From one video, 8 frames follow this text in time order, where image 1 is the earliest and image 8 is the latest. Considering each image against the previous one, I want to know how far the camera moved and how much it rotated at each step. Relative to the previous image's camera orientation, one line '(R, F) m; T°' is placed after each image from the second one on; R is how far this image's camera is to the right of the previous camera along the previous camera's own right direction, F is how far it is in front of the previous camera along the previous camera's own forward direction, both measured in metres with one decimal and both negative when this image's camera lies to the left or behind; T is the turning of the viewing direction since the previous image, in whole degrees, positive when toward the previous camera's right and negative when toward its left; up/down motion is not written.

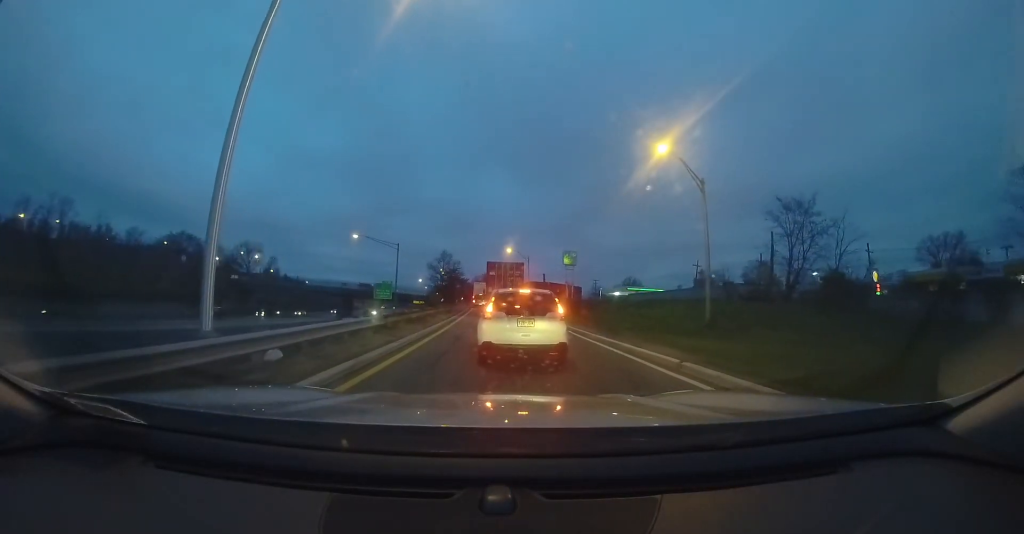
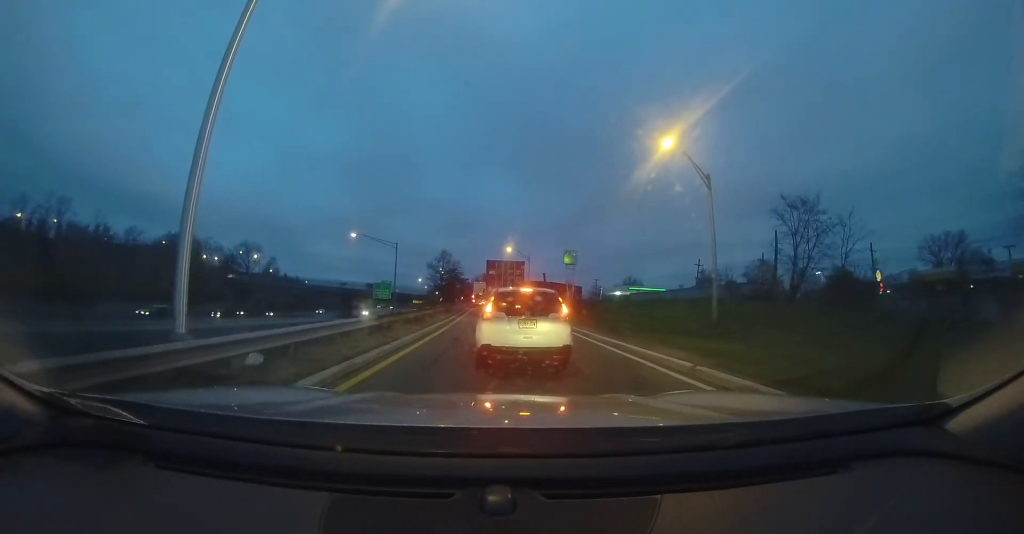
(+0.3, +0.4) m; 0°
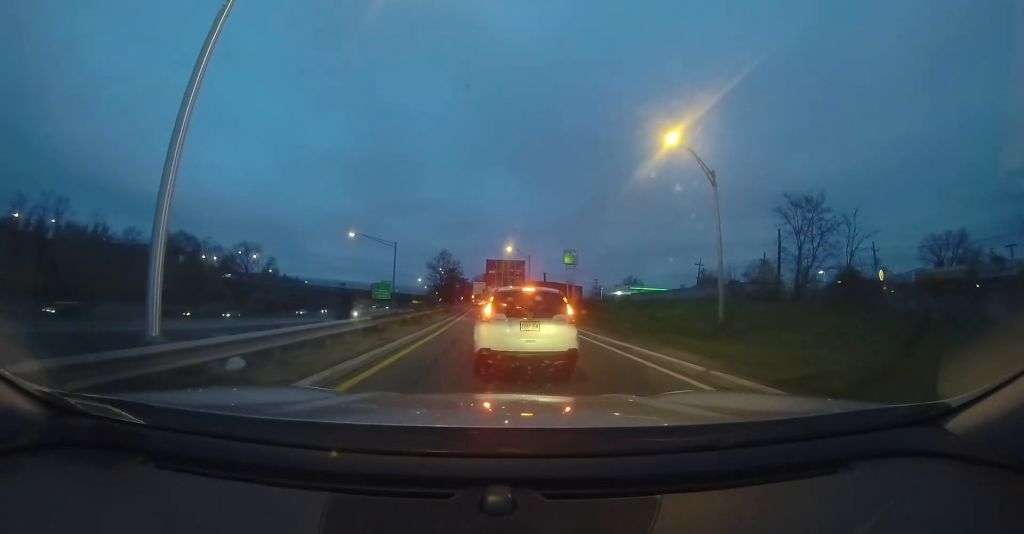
(+0.3, +0.3) m; 0°
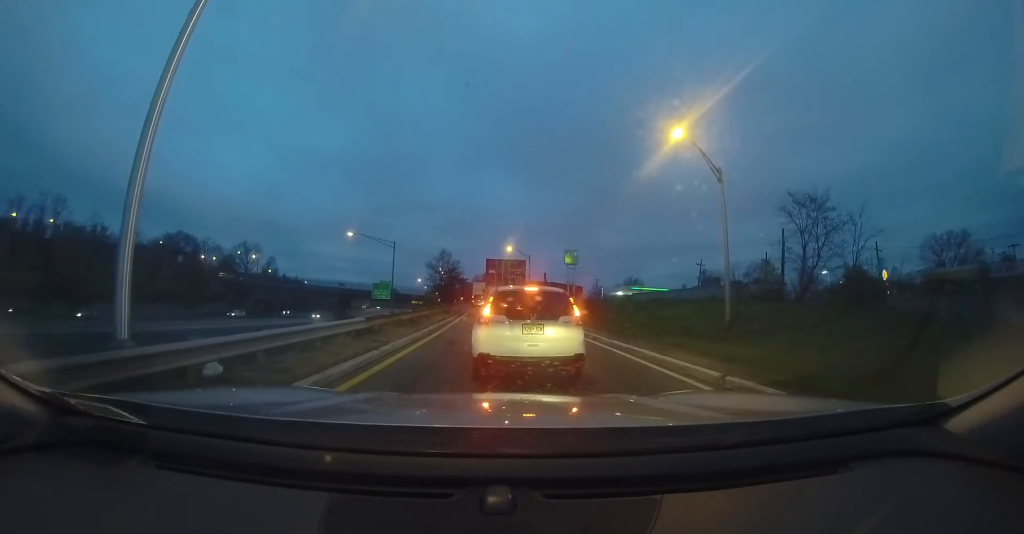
(+0.2, +0.3) m; 0°
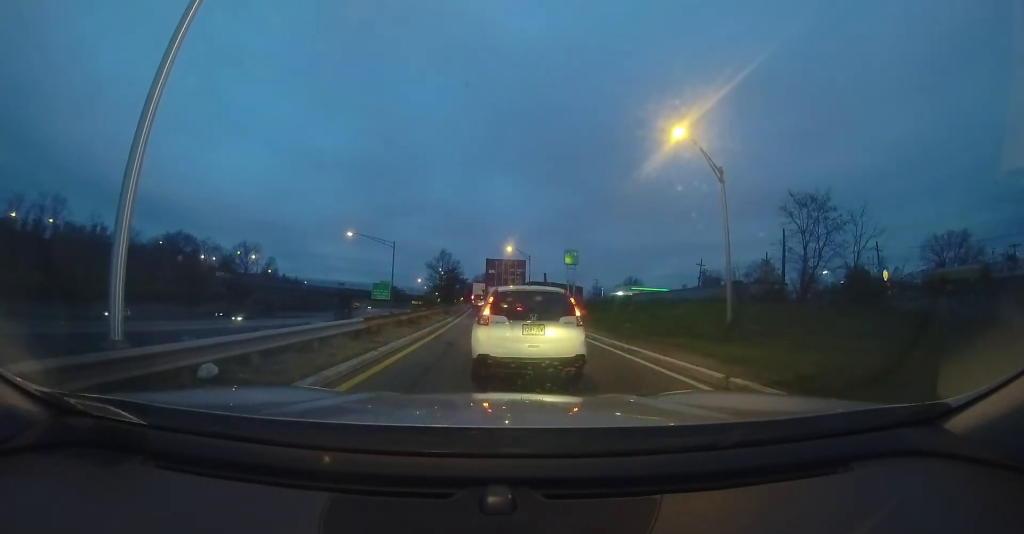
(0.0, +0.1) m; 0°
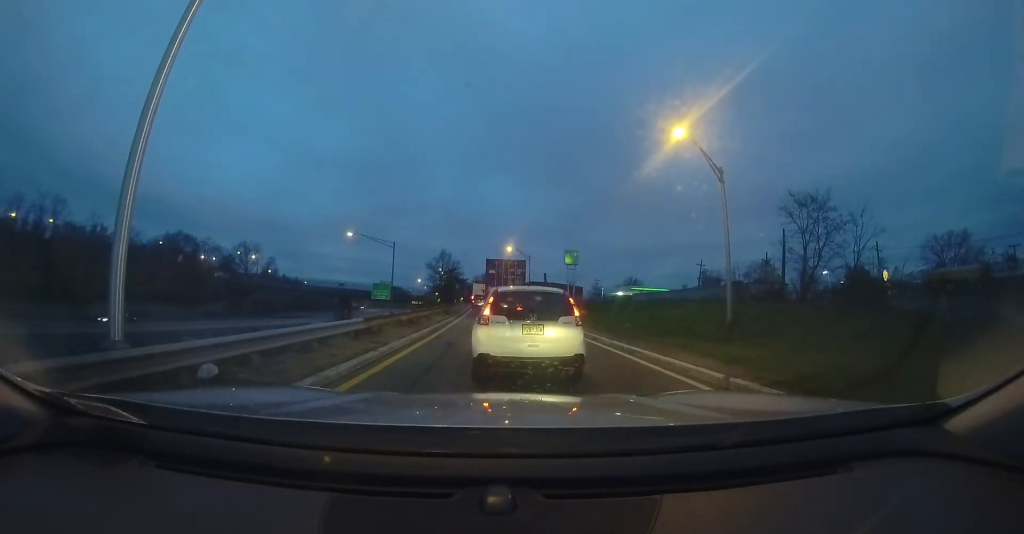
(0.0, 0.0) m; 0°
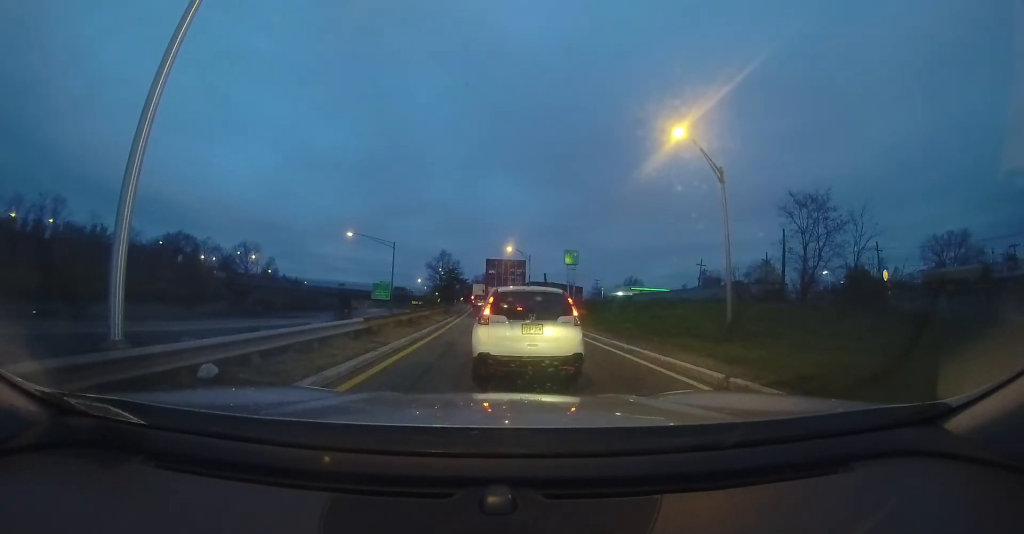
(0.0, 0.0) m; 0°
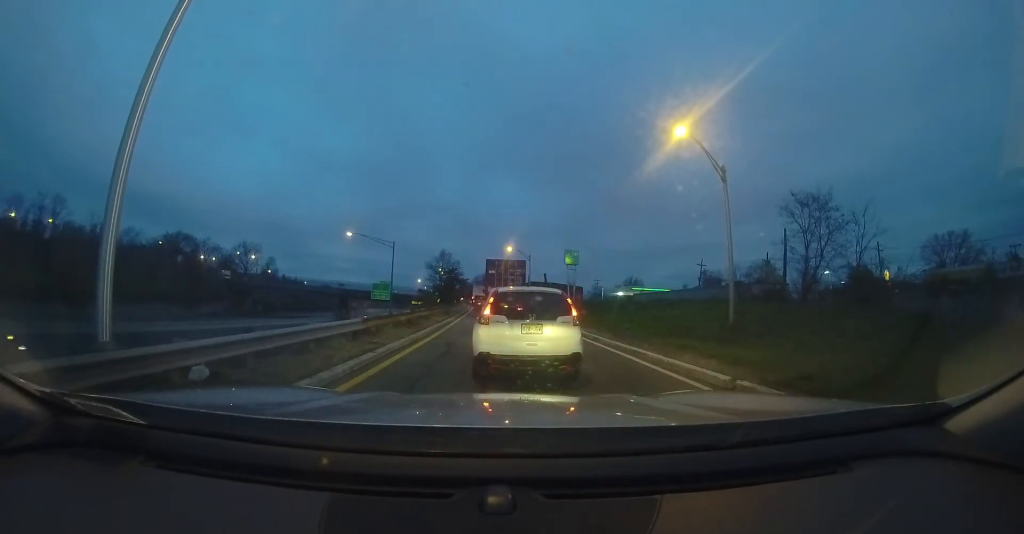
(-0.1, +0.4) m; 0°
